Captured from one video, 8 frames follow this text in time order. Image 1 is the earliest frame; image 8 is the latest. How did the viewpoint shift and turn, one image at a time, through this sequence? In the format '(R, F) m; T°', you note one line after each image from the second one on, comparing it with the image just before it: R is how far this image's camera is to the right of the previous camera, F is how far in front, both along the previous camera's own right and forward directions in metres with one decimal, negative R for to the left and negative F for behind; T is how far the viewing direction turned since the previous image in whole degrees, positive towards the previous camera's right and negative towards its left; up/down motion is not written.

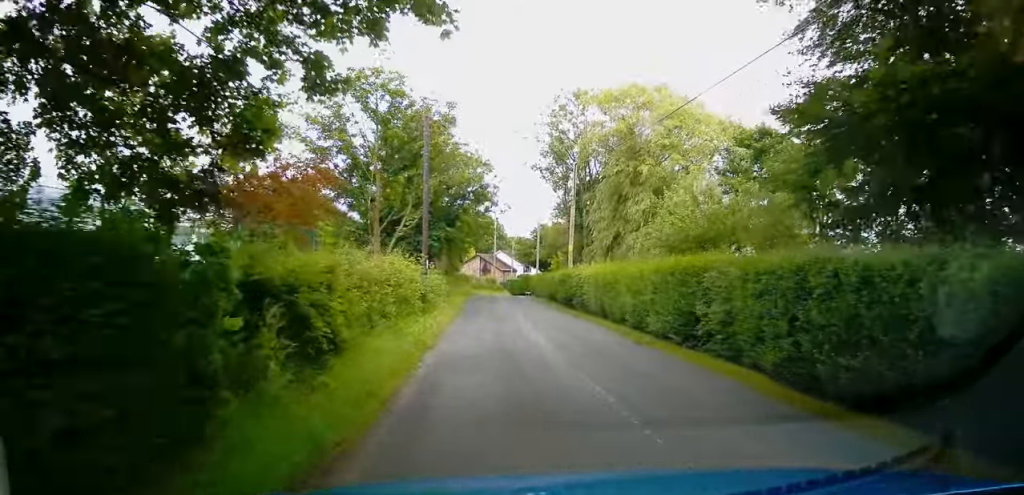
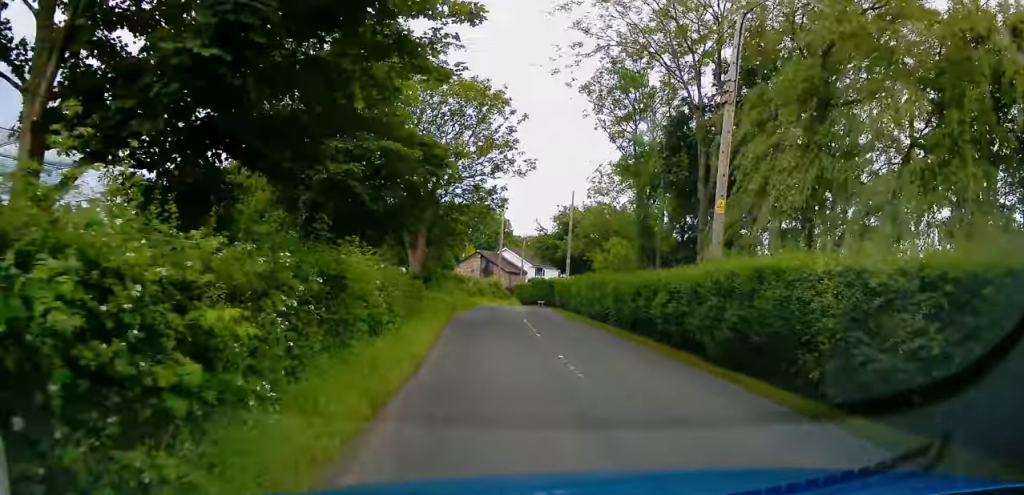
(-0.6, +21.6) m; 0°
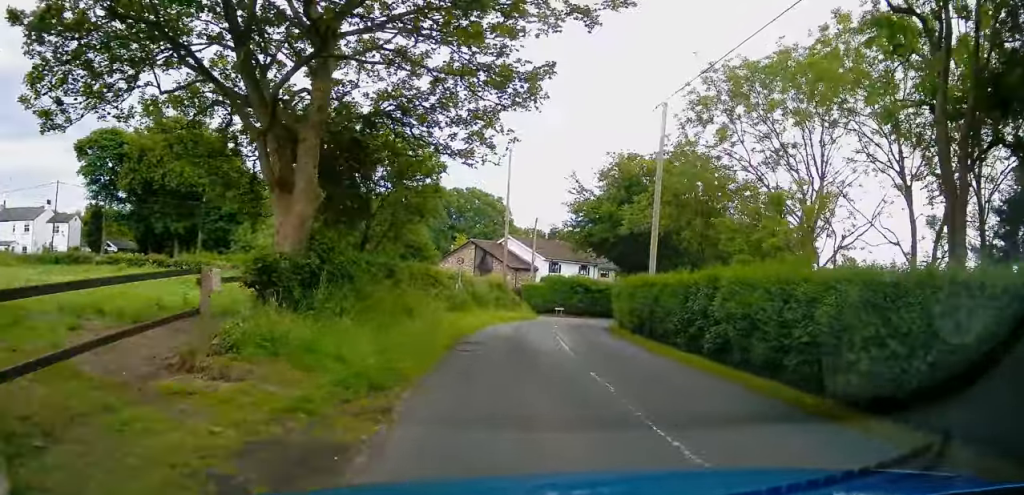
(+0.2, +21.7) m; 0°
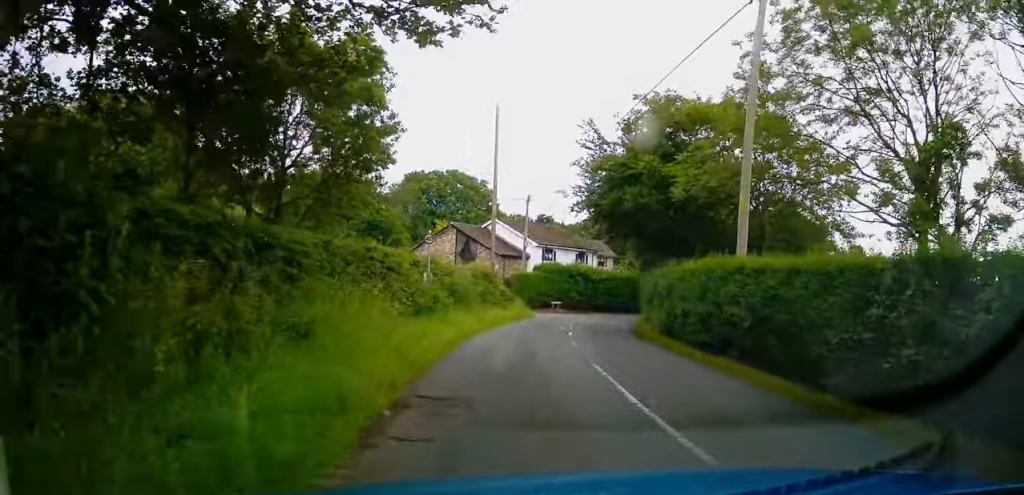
(+0.4, +8.3) m; +2°
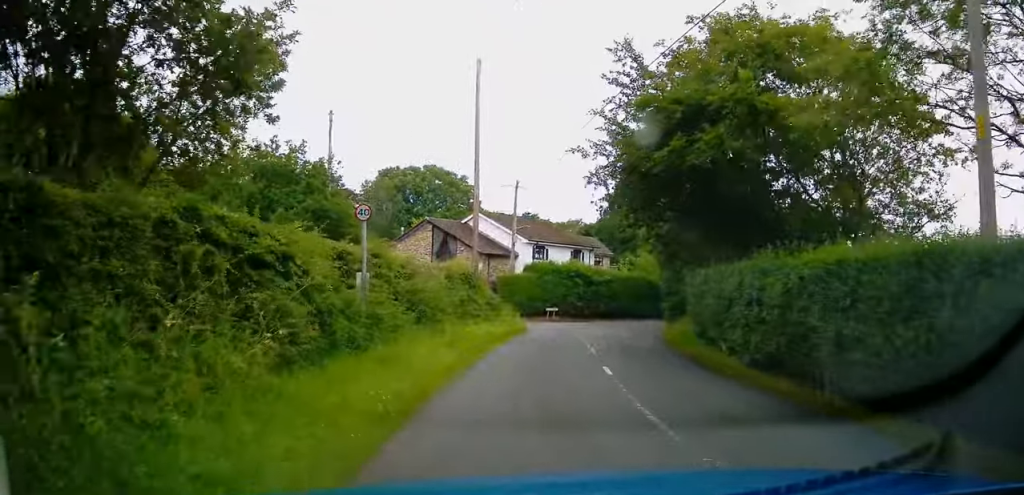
(+0.1, +7.8) m; +1°
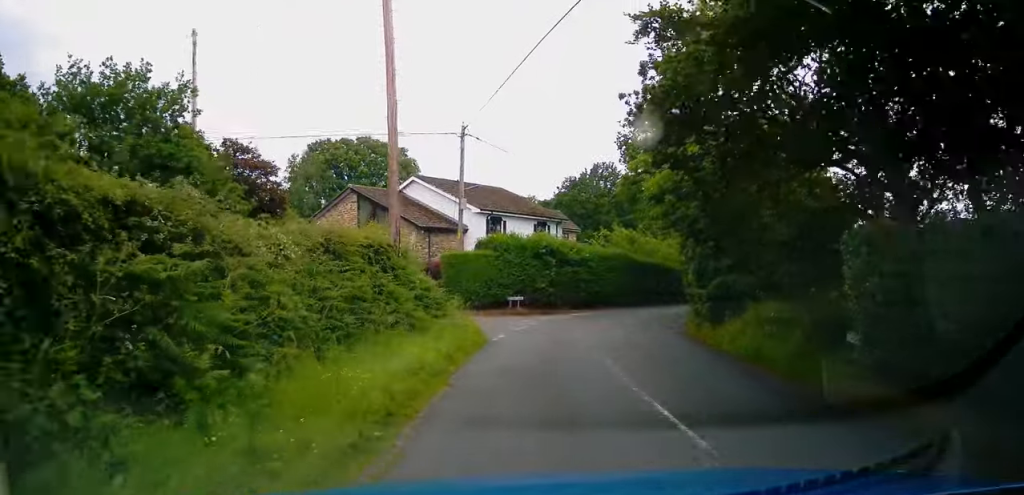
(+0.1, +10.5) m; +4°
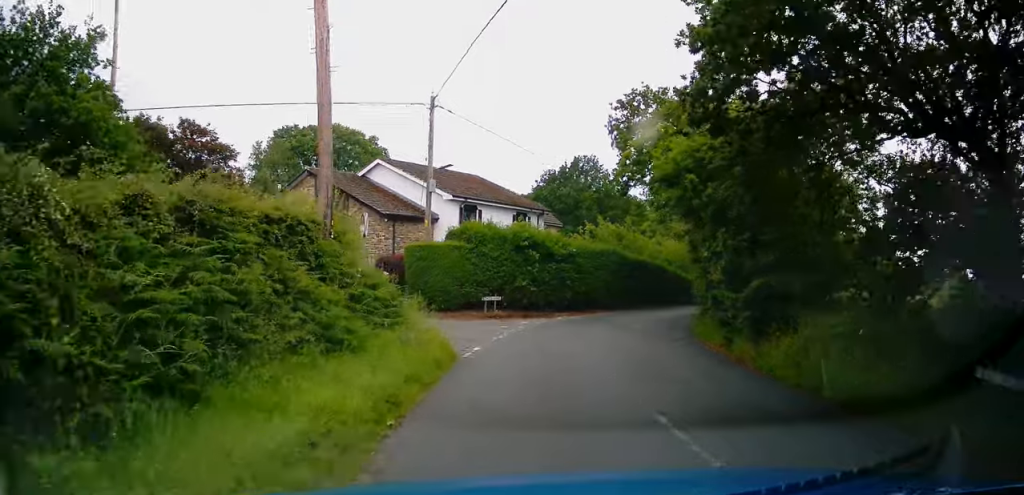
(0.0, +4.0) m; +3°
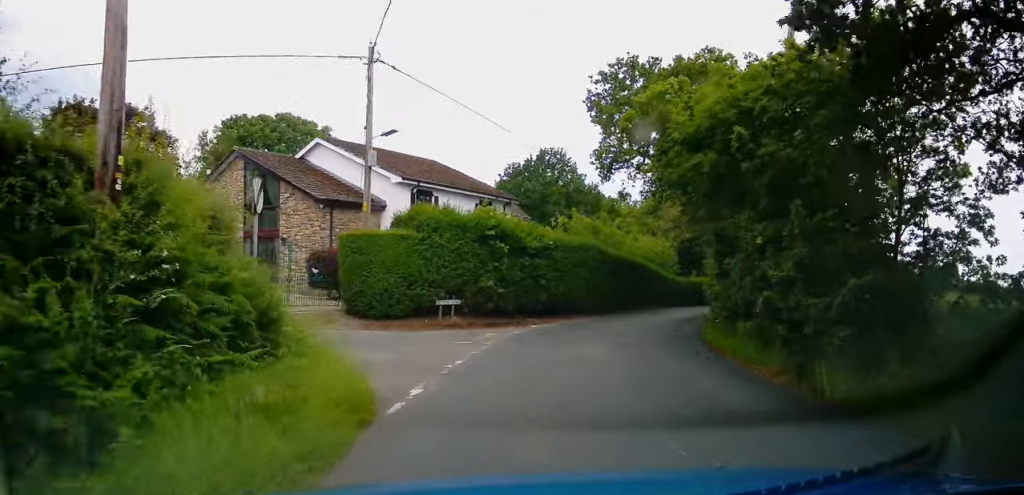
(+0.2, +5.2) m; +5°
